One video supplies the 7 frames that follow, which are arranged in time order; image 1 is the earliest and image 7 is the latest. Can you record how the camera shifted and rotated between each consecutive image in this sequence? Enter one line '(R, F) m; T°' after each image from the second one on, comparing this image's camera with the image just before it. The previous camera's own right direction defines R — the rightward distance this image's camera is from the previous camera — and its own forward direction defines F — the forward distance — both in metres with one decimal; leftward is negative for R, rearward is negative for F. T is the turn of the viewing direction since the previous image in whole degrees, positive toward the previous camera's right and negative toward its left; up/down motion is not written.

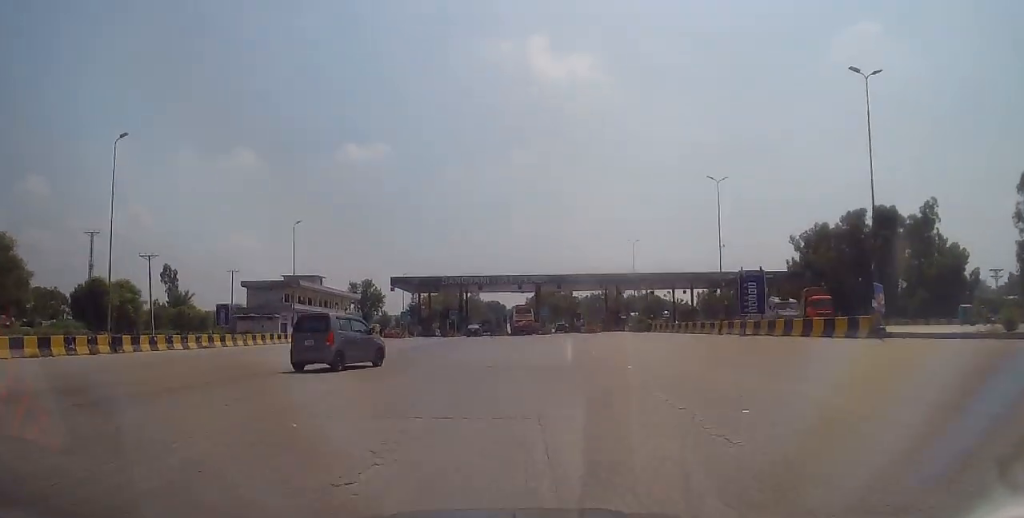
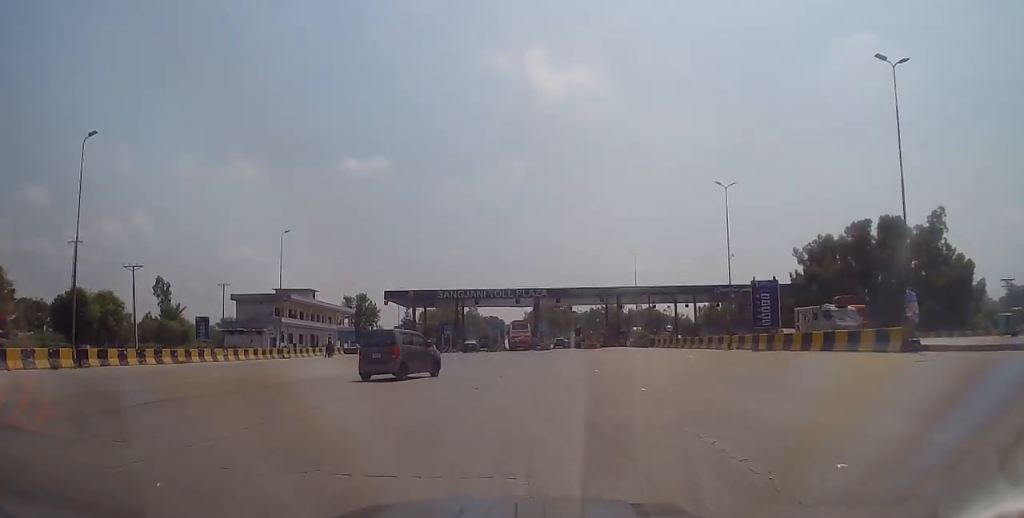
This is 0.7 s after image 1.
(0.0, +2.9) m; -1°
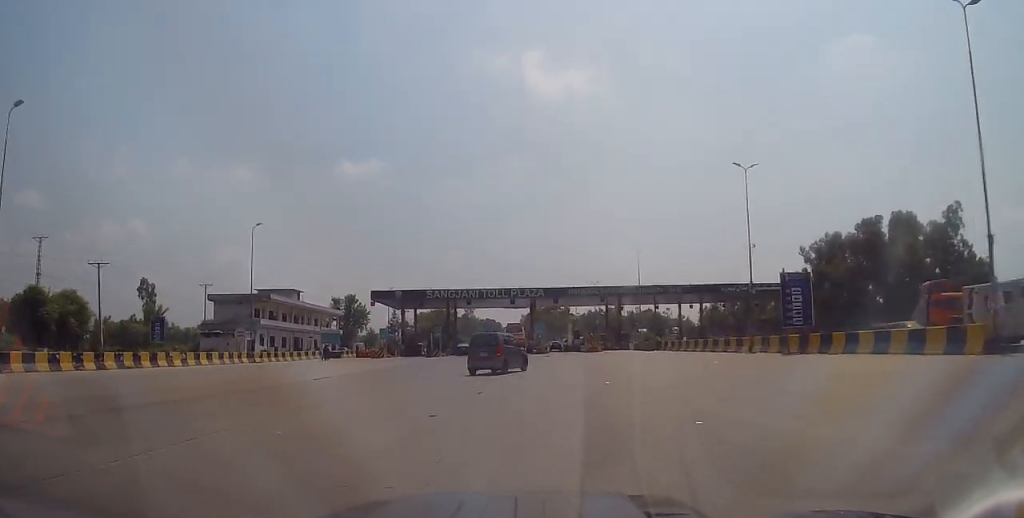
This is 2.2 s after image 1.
(-0.3, +5.5) m; -3°
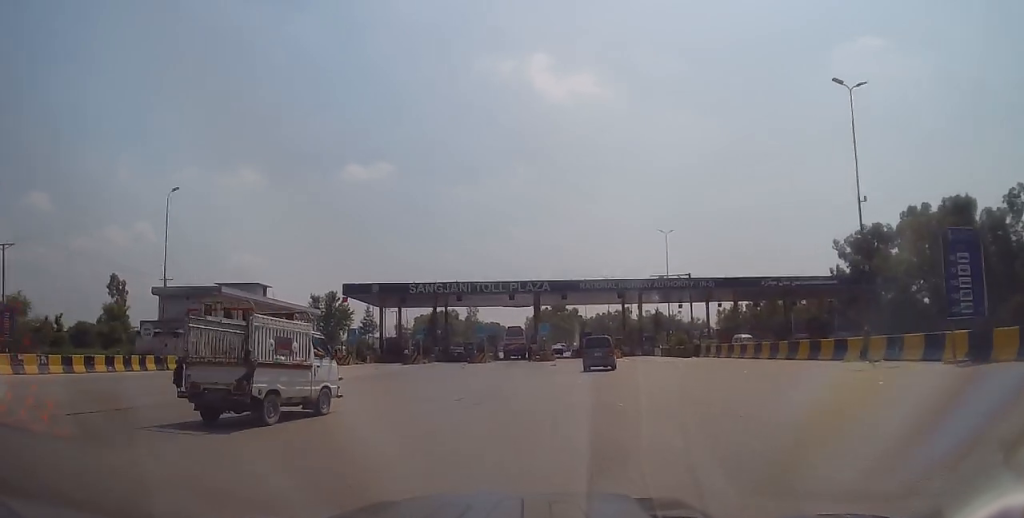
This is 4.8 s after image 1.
(-0.5, +13.3) m; -3°
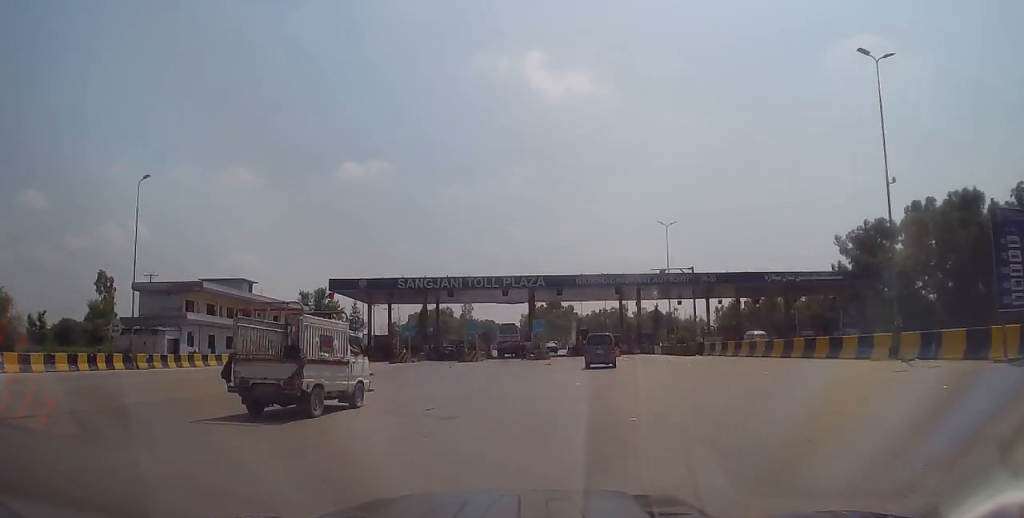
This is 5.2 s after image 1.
(-0.1, +2.8) m; +2°
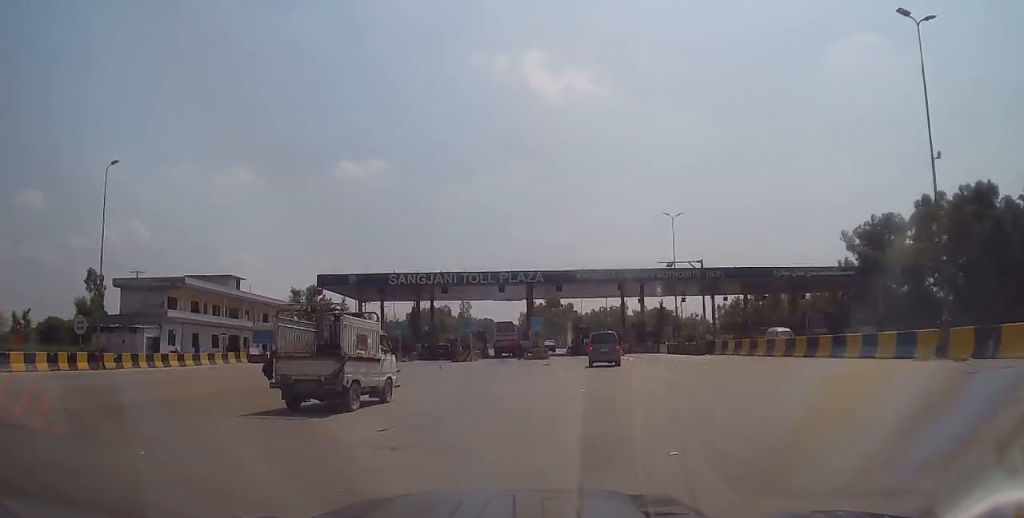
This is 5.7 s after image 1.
(0.0, +3.1) m; +2°
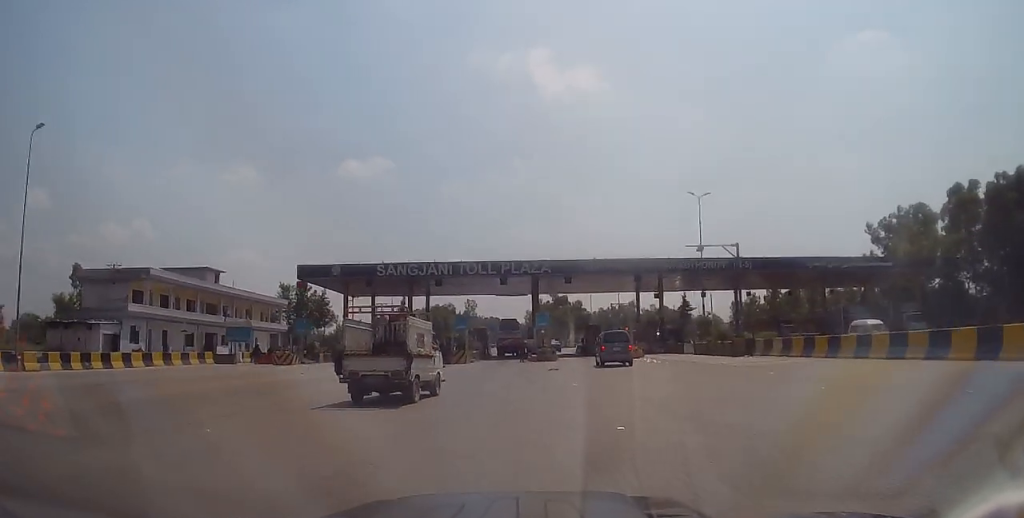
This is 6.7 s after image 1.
(+0.4, +6.9) m; +3°
